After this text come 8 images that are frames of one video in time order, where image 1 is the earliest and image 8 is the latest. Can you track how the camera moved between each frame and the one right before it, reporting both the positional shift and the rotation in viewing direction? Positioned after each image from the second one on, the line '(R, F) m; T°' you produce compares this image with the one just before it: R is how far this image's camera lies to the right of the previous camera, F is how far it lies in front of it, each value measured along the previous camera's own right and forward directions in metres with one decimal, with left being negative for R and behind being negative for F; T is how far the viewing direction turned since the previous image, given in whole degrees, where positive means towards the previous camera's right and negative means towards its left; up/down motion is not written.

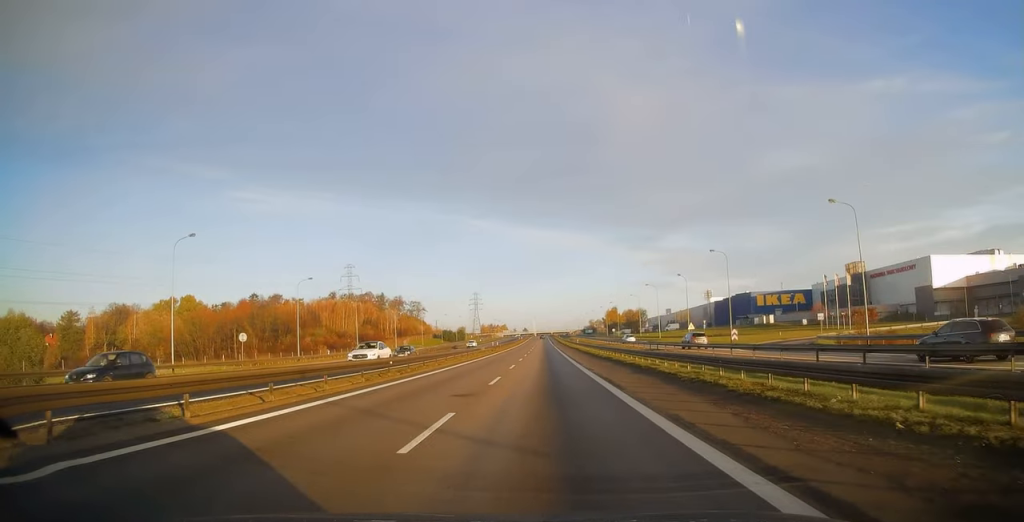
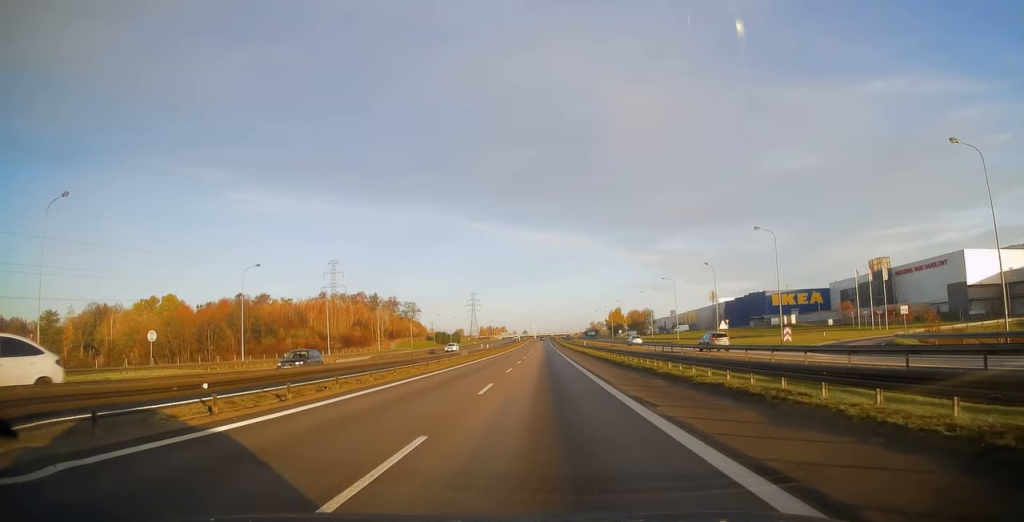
(0.0, +14.9) m; 0°
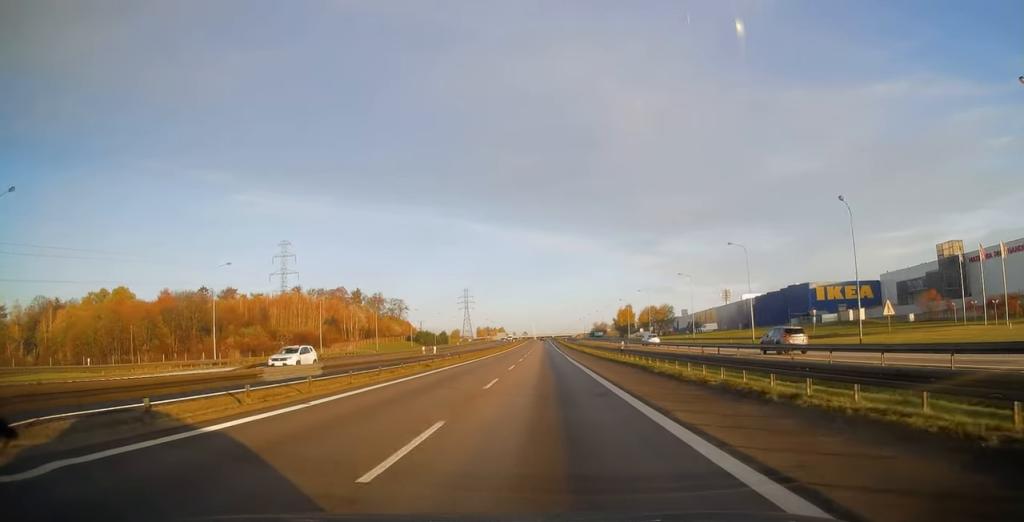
(0.0, +34.5) m; 0°
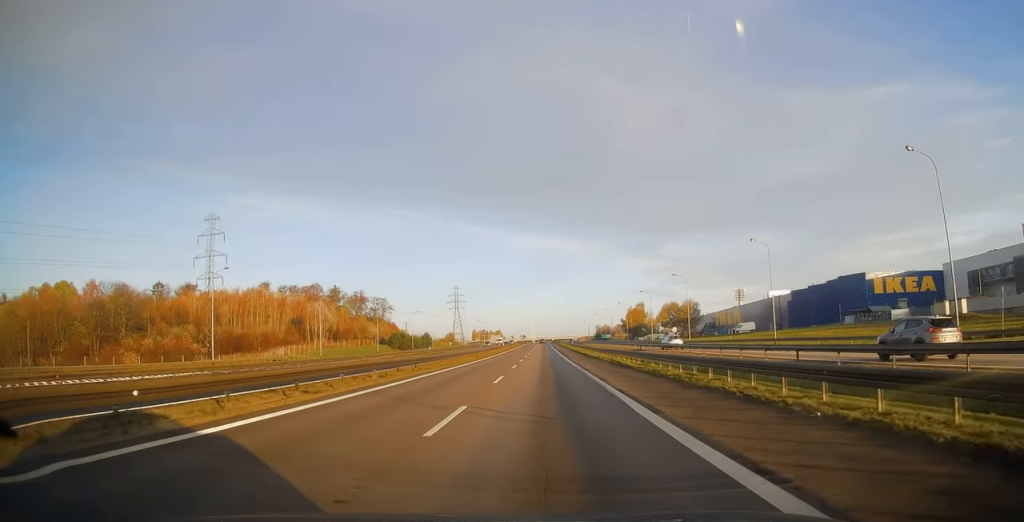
(0.0, +32.8) m; 0°
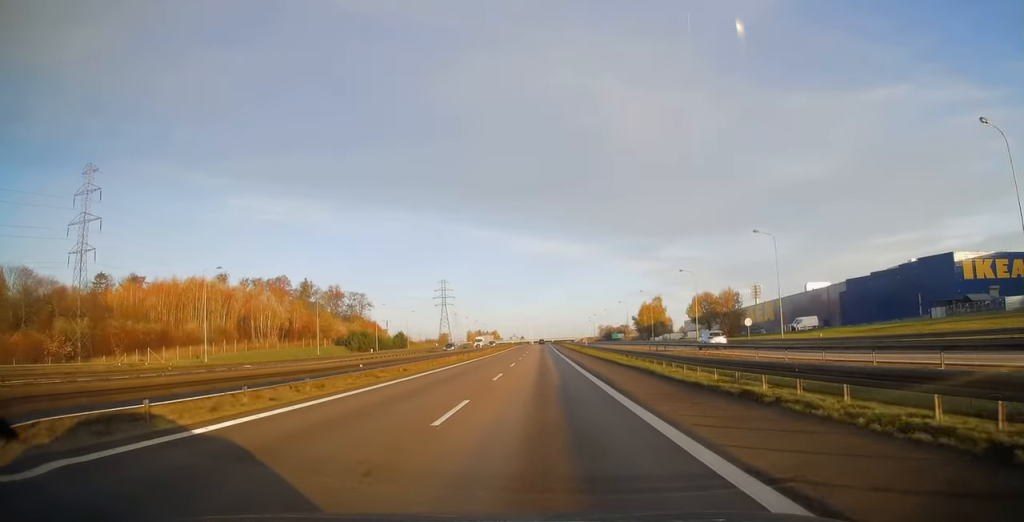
(0.0, +35.0) m; 0°
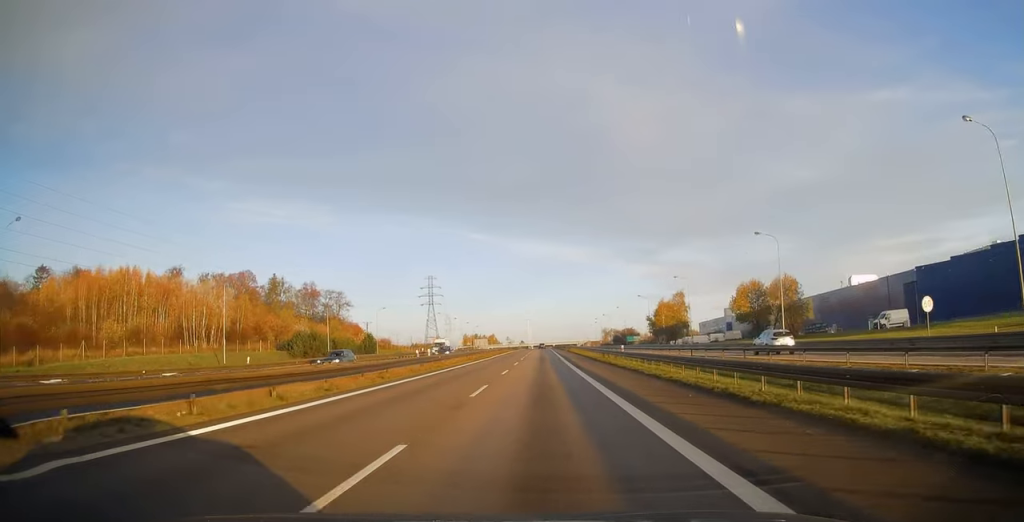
(0.0, +30.1) m; 0°
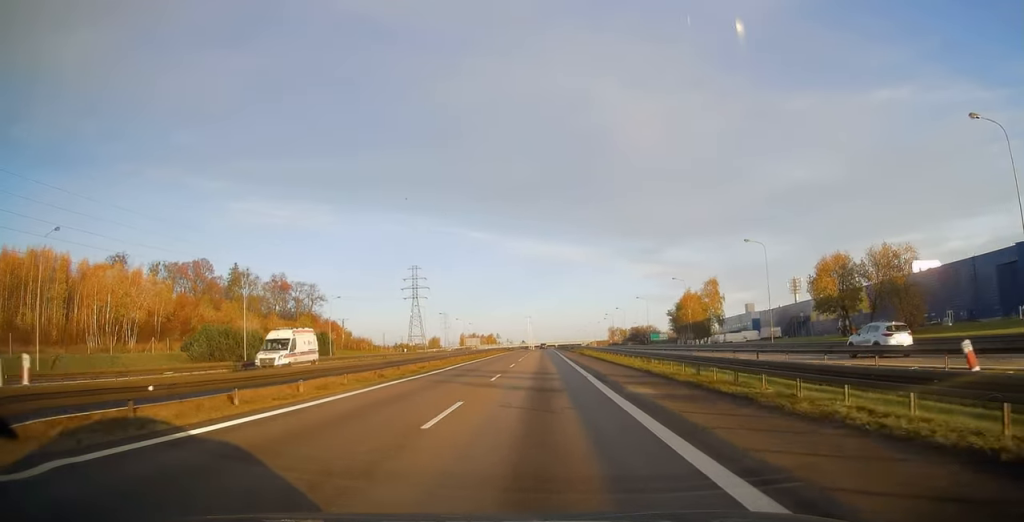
(+0.1, +30.1) m; 0°
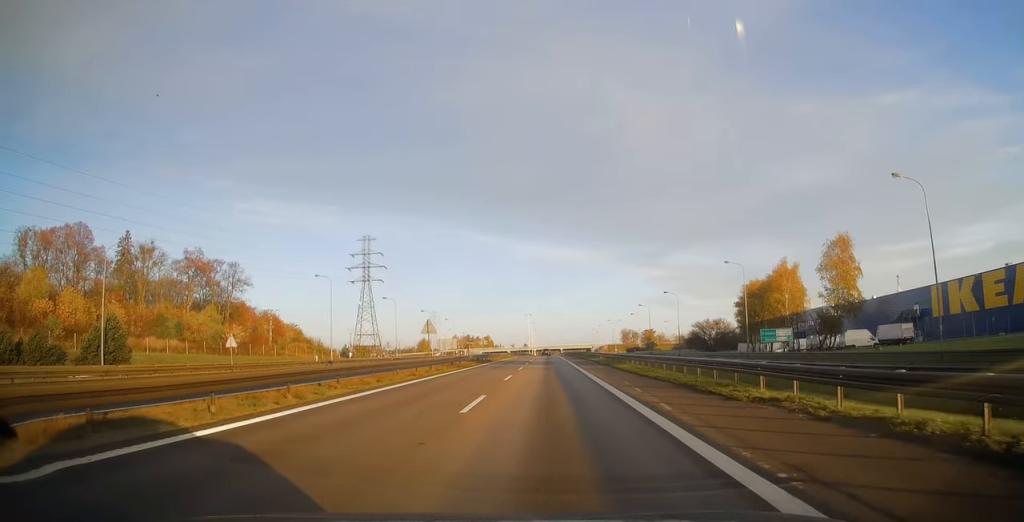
(-0.4, +57.3) m; 0°
